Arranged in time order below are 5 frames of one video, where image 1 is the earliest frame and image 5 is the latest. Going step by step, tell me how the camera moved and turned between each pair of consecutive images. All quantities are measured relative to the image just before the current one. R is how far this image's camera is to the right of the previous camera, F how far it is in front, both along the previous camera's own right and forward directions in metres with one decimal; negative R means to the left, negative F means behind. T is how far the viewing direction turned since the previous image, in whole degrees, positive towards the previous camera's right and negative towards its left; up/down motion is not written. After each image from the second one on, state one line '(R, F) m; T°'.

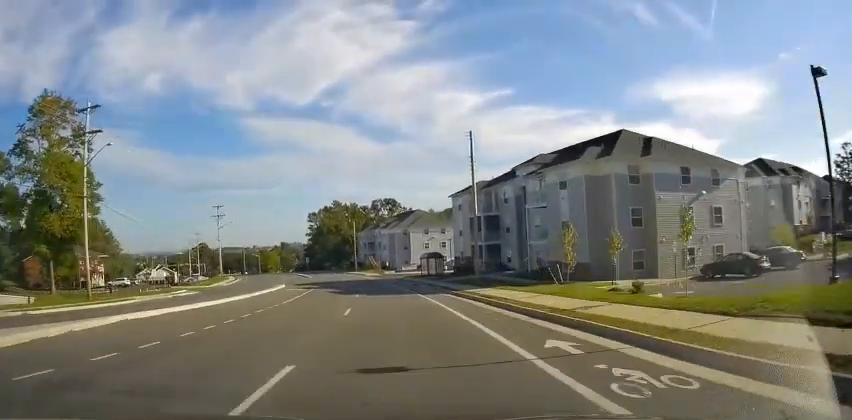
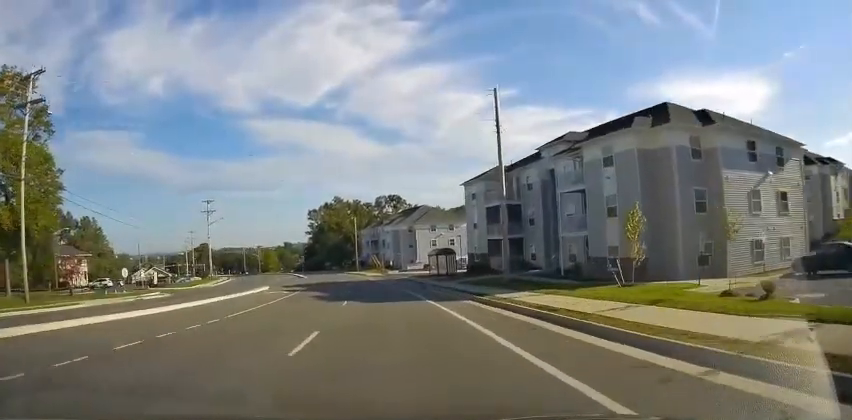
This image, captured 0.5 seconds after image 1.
(0.0, +7.9) m; +2°
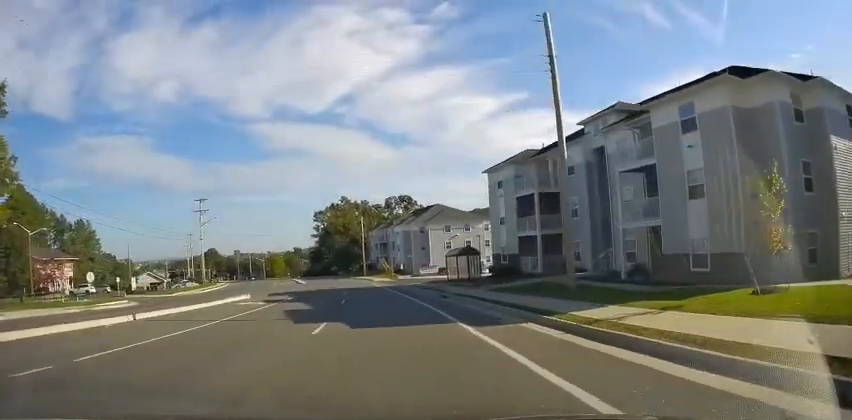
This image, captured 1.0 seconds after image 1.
(+0.2, +8.5) m; 0°
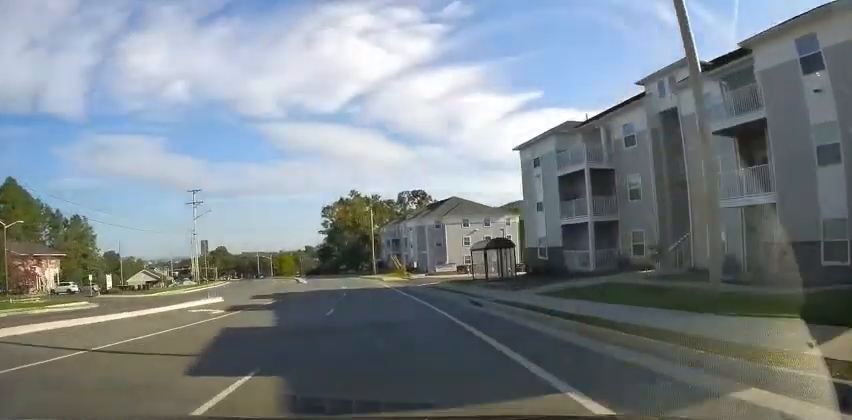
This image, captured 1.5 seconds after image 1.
(+0.4, +7.8) m; -1°
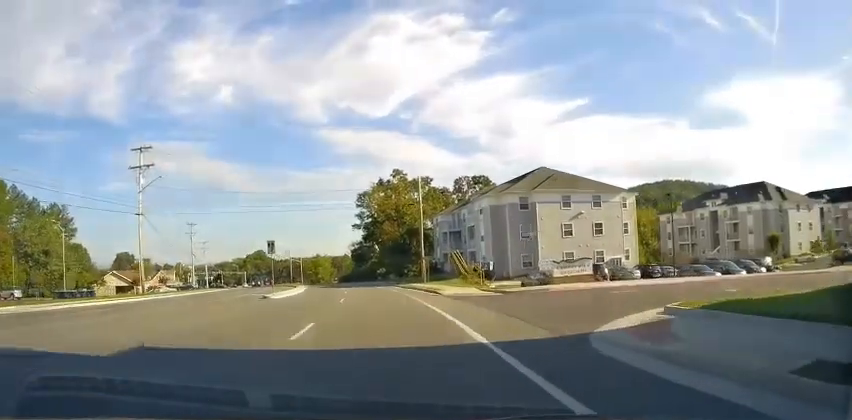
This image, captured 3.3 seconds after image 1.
(-2.0, +30.4) m; -6°
